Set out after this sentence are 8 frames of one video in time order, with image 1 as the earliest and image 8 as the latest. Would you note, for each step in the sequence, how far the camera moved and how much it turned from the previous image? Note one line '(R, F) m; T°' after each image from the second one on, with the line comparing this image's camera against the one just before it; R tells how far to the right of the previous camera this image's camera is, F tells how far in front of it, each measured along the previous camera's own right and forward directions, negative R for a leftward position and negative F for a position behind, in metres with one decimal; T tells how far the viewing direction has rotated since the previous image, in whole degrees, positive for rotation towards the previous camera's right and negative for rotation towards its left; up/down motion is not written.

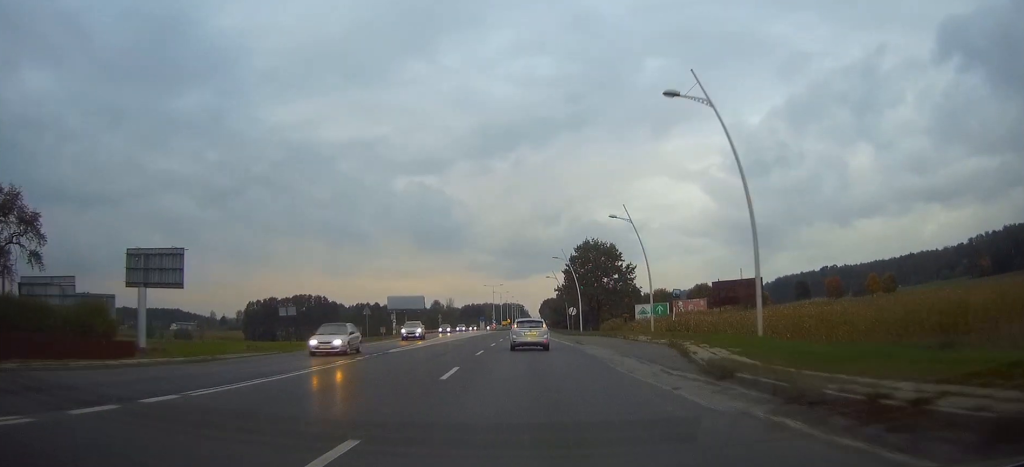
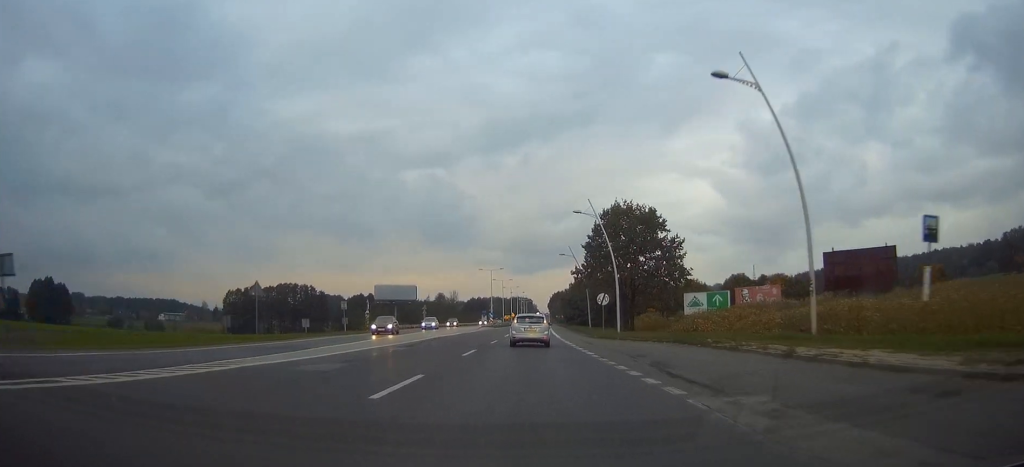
(-0.1, +29.5) m; 0°
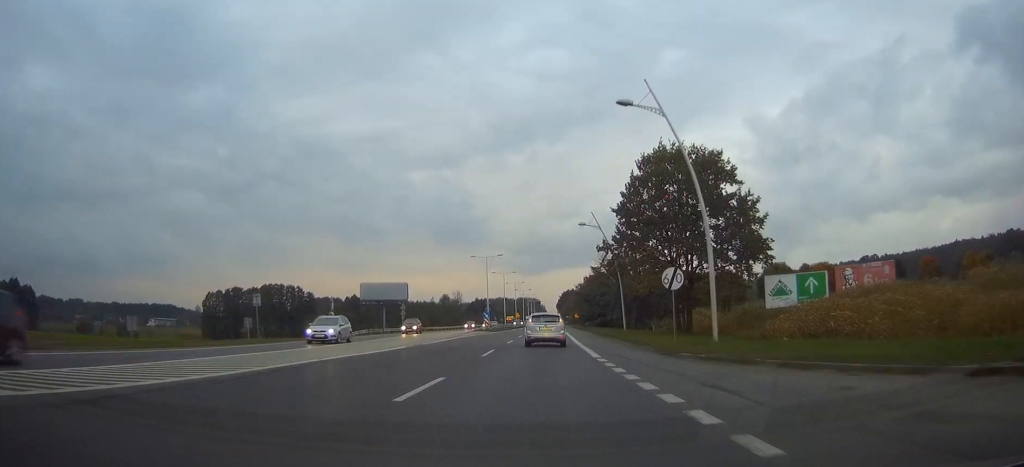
(-0.1, +24.9) m; 0°
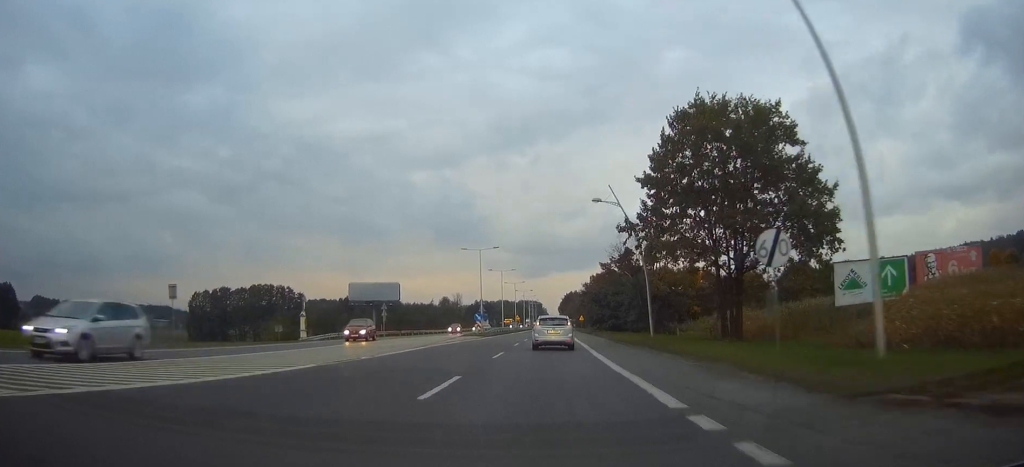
(0.0, +12.2) m; 0°
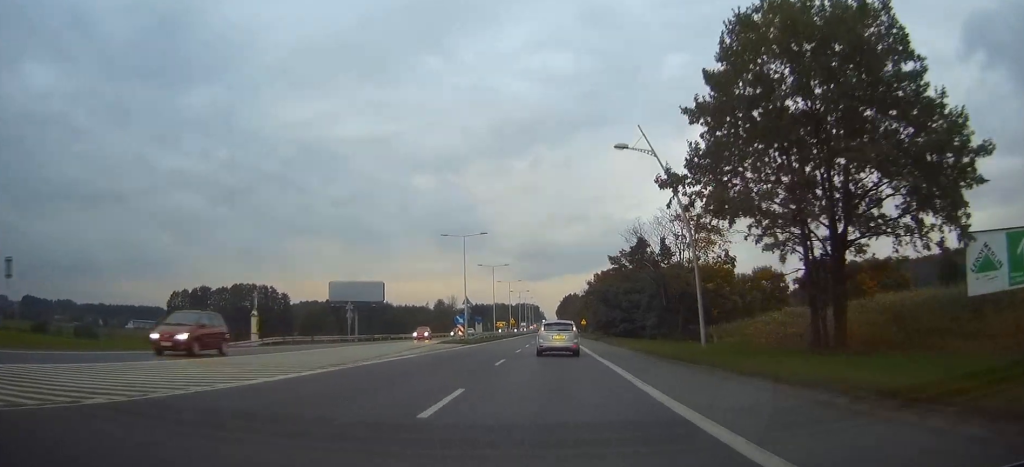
(-0.1, +13.9) m; 0°
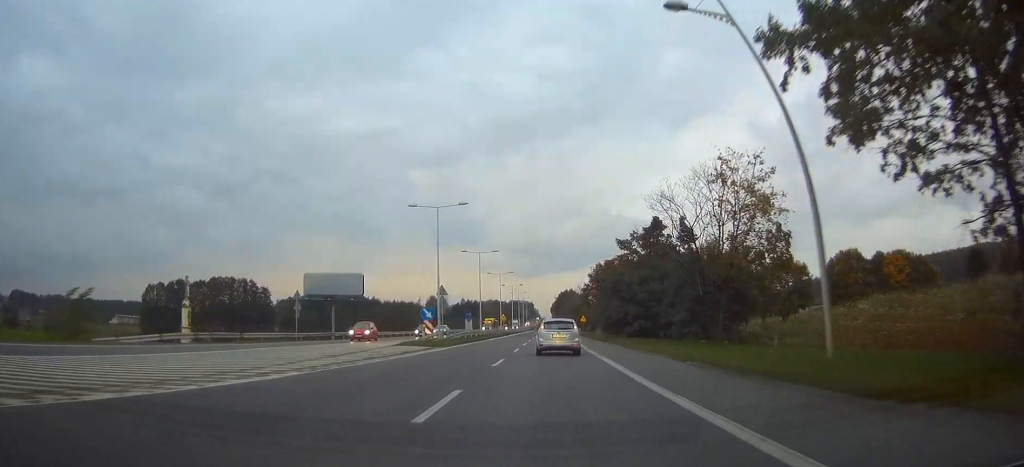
(0.0, +13.4) m; 0°
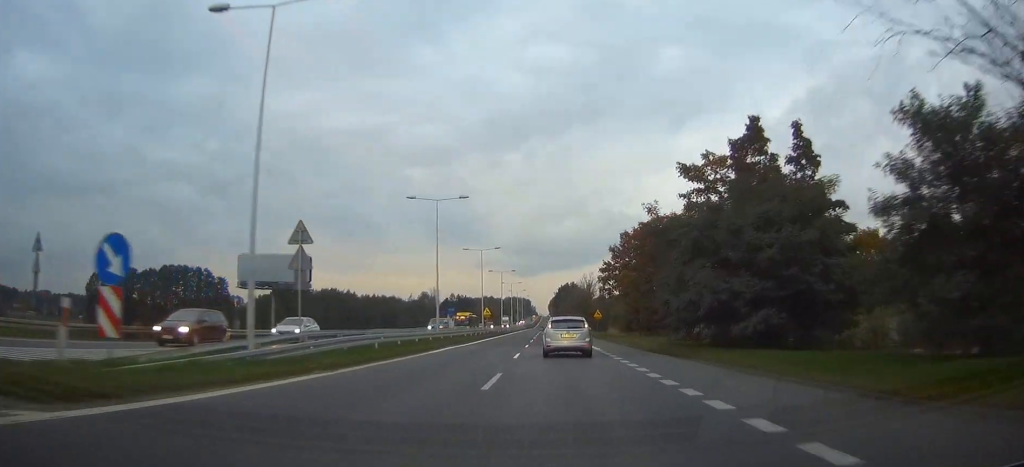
(0.0, +30.7) m; 0°
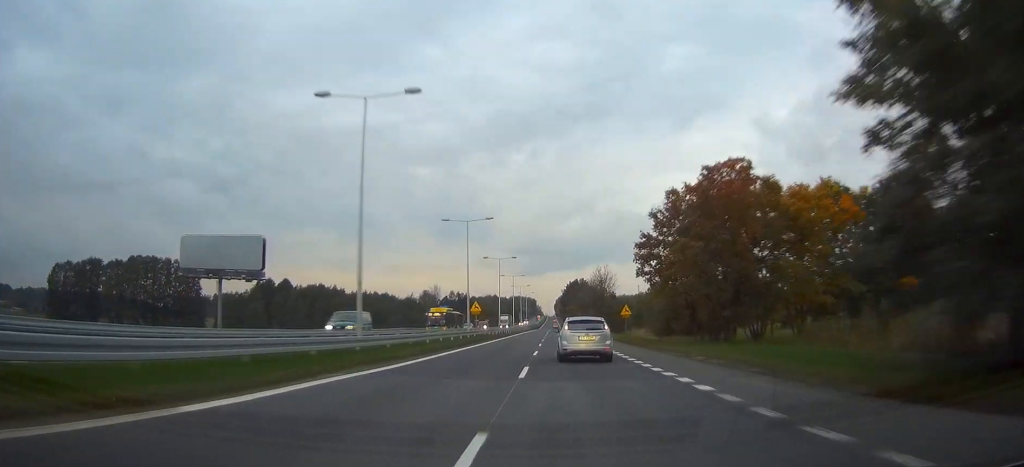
(-0.1, +20.8) m; 0°
